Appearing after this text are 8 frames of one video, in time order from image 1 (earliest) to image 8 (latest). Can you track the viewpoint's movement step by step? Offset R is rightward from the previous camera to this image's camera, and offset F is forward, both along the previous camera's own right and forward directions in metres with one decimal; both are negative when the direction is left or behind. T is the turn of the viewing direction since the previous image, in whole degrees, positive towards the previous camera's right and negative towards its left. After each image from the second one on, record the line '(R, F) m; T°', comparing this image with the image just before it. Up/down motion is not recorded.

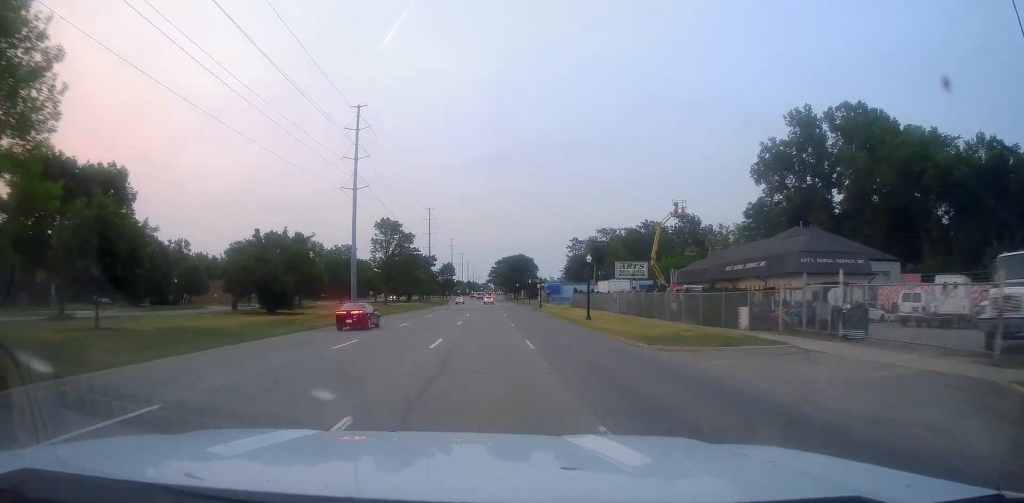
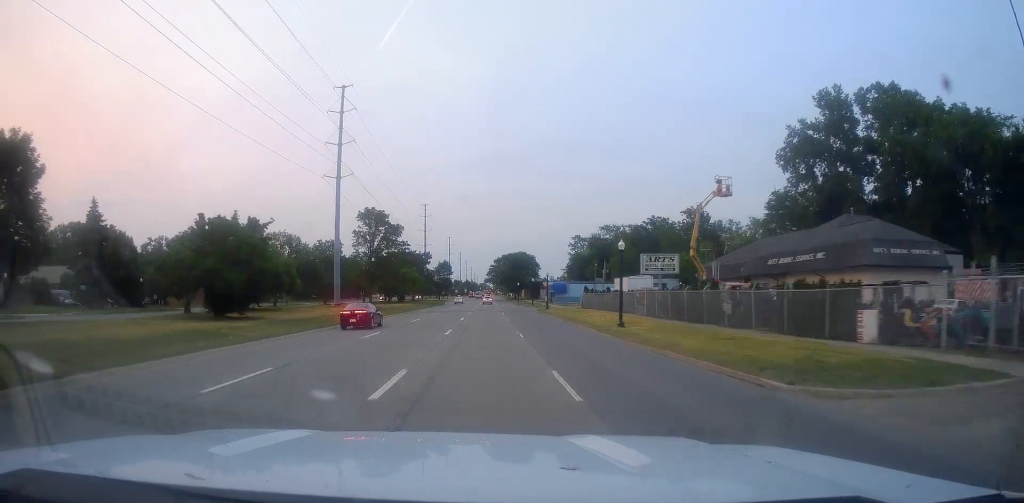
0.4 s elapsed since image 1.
(0.0, +9.5) m; +1°
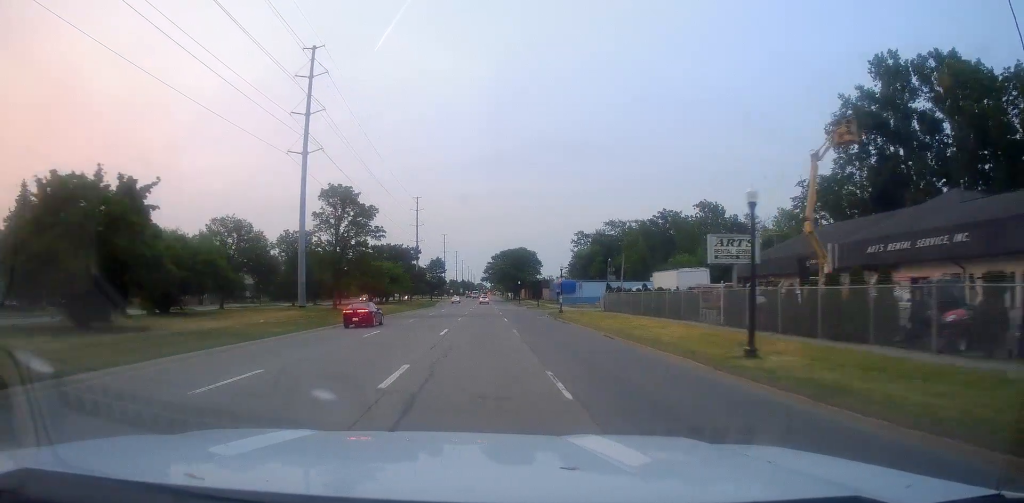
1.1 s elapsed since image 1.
(+0.2, +14.8) m; 0°
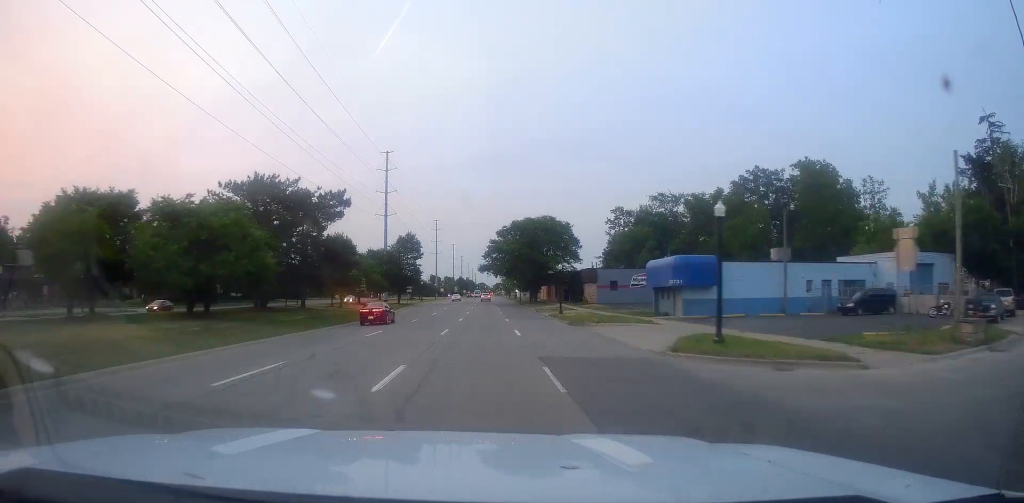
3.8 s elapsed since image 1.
(+0.6, +59.9) m; +1°
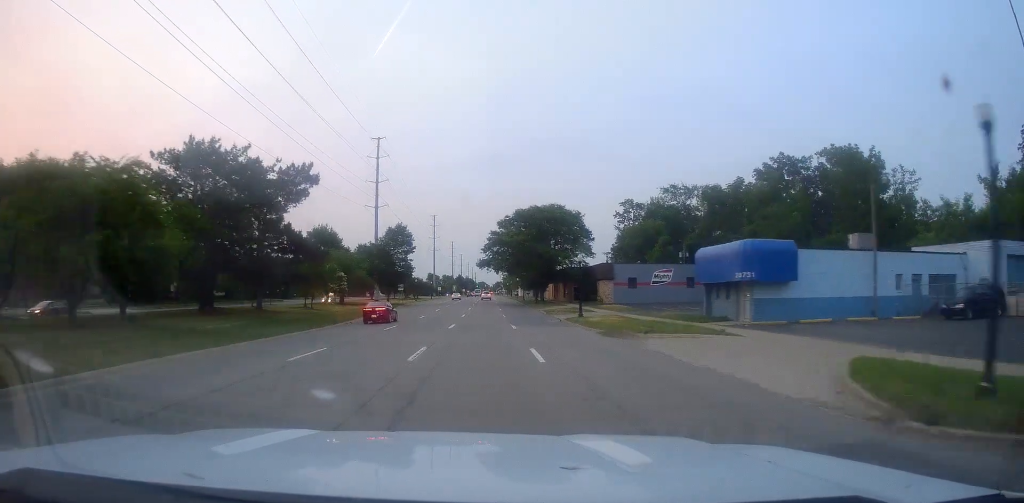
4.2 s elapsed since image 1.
(0.0, +10.5) m; -1°
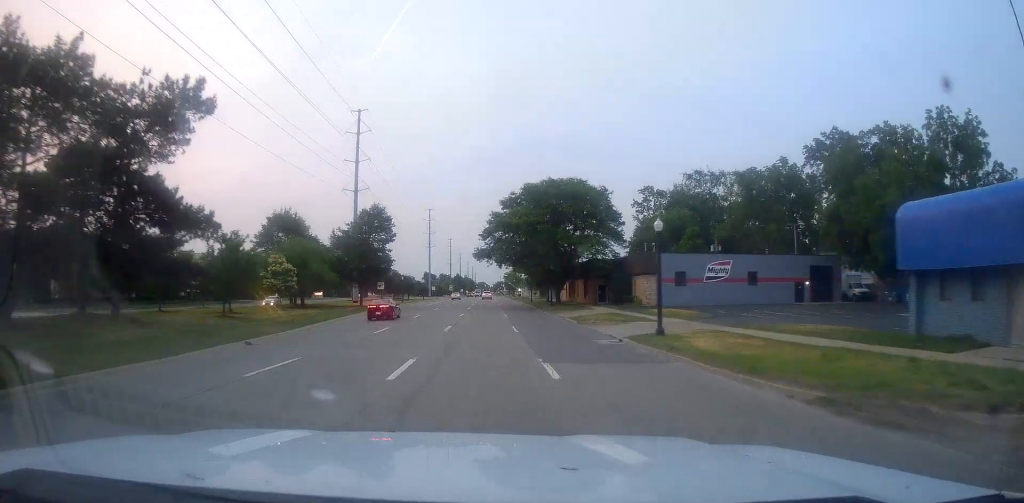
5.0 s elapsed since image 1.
(-0.3, +18.0) m; -1°
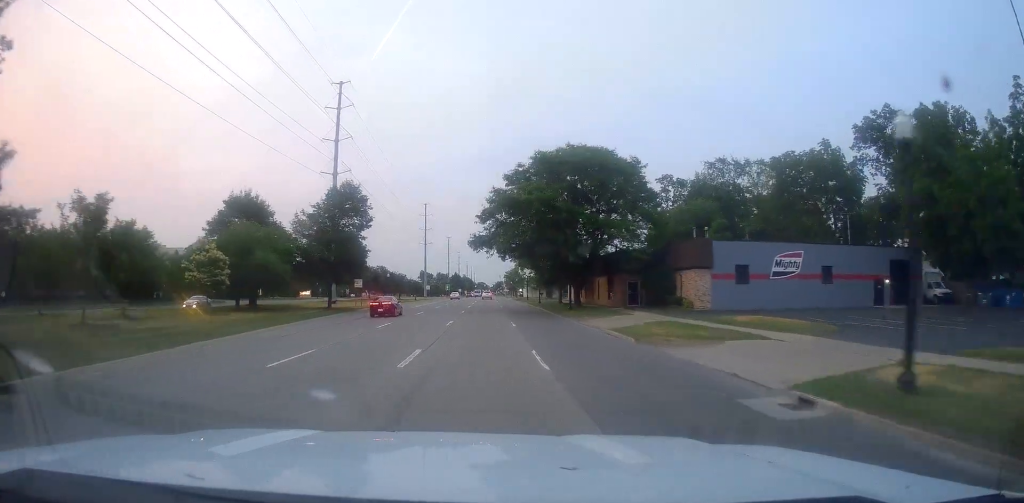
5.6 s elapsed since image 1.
(-0.1, +13.6) m; 0°
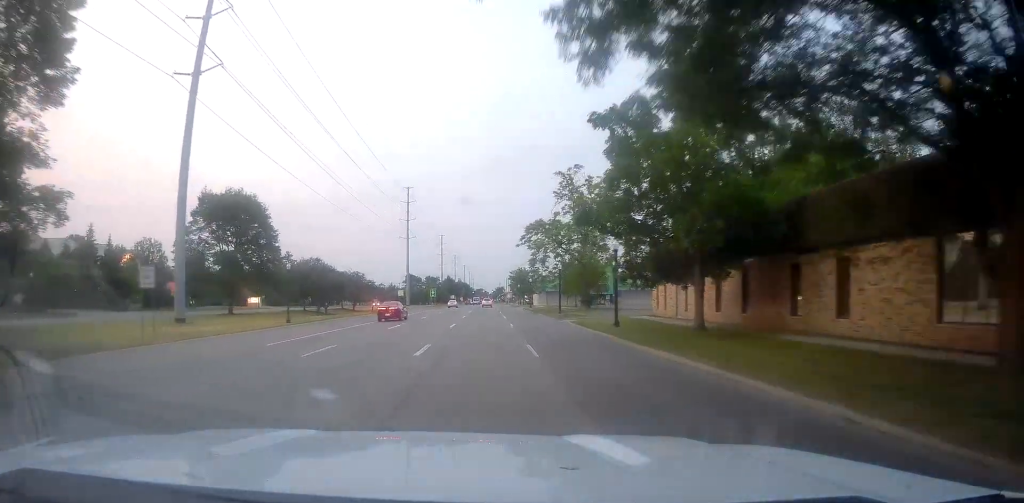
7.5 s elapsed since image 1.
(+0.8, +42.7) m; +1°
